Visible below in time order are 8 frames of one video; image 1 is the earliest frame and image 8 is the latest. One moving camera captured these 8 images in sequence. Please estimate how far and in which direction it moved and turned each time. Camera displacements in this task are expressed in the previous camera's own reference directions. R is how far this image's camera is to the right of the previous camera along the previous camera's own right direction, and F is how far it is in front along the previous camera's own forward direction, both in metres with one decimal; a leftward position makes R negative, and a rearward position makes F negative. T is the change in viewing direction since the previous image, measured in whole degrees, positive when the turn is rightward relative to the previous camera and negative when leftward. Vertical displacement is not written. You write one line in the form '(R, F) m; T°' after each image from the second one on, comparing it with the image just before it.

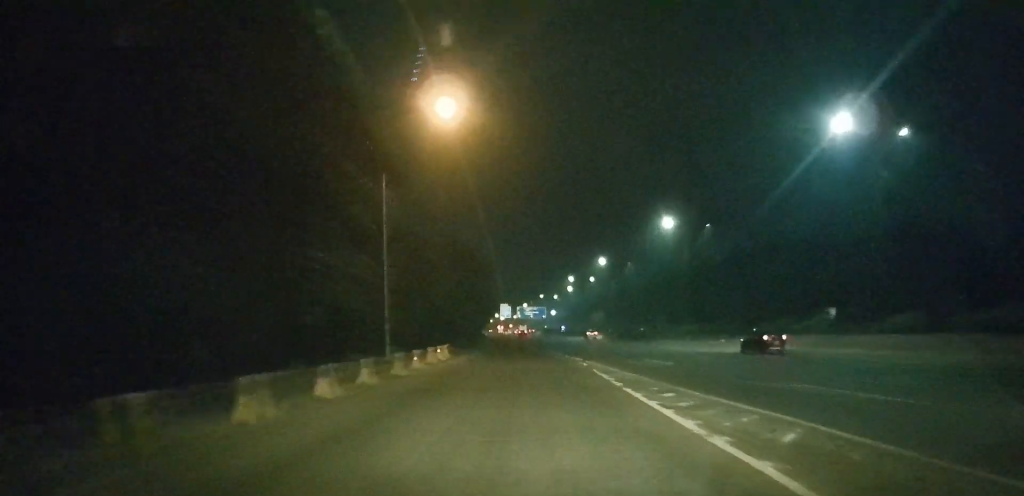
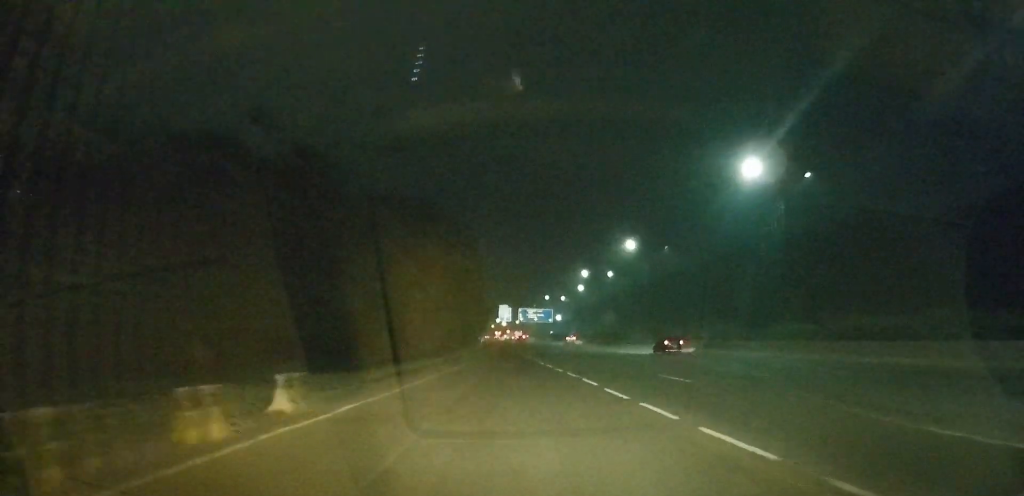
(+0.1, +27.5) m; +1°
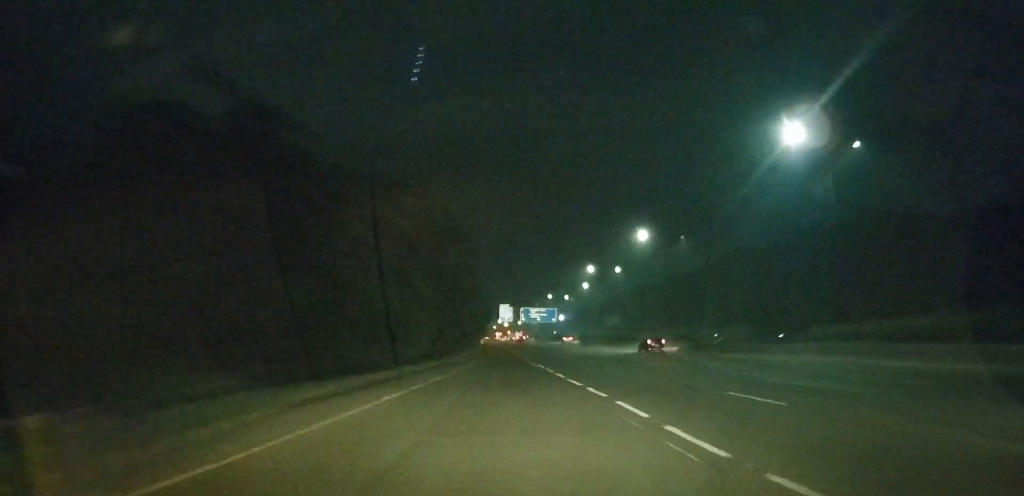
(0.0, +8.1) m; 0°
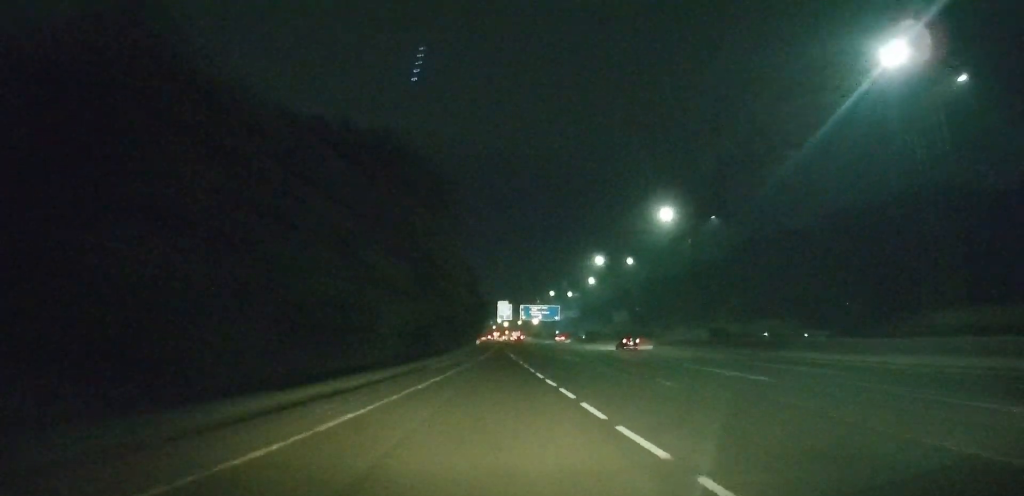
(-0.1, +13.7) m; 0°
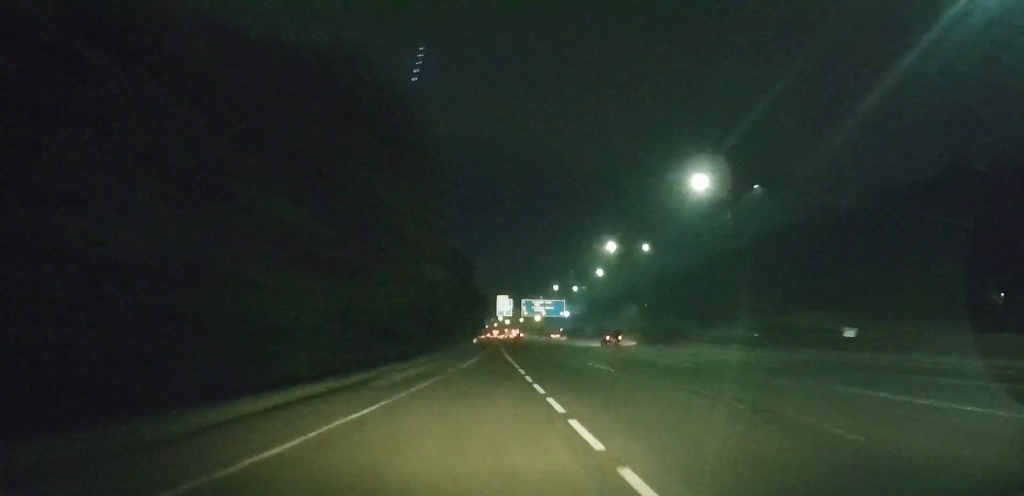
(+0.1, +13.5) m; 0°
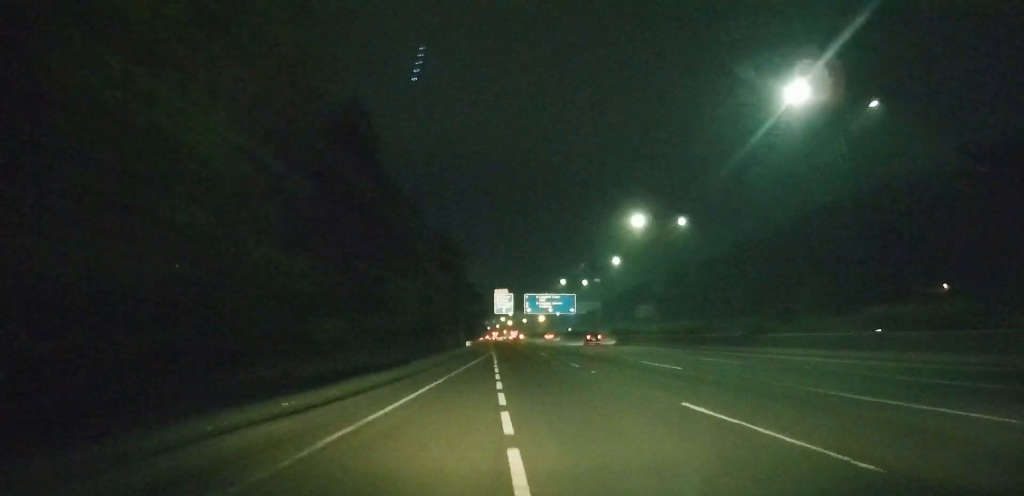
(0.0, +22.2) m; -1°
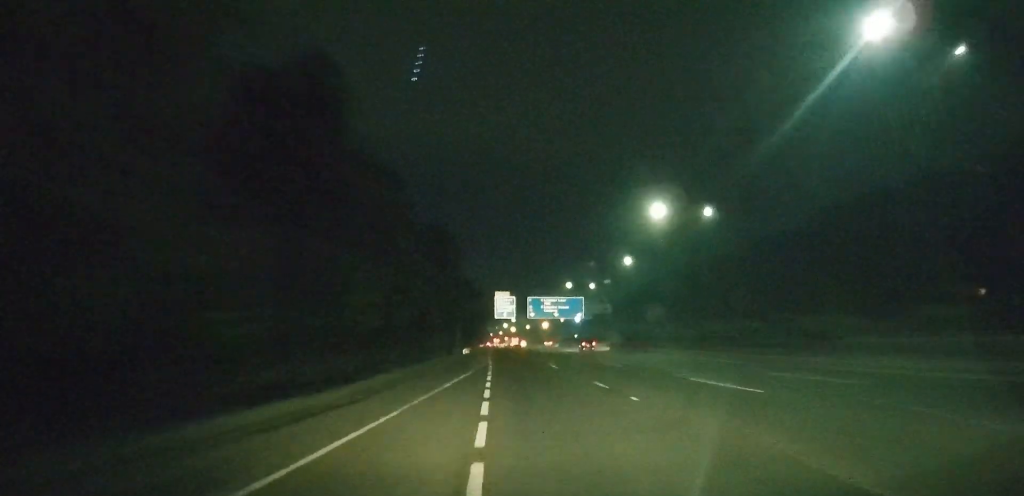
(0.0, +10.0) m; 0°
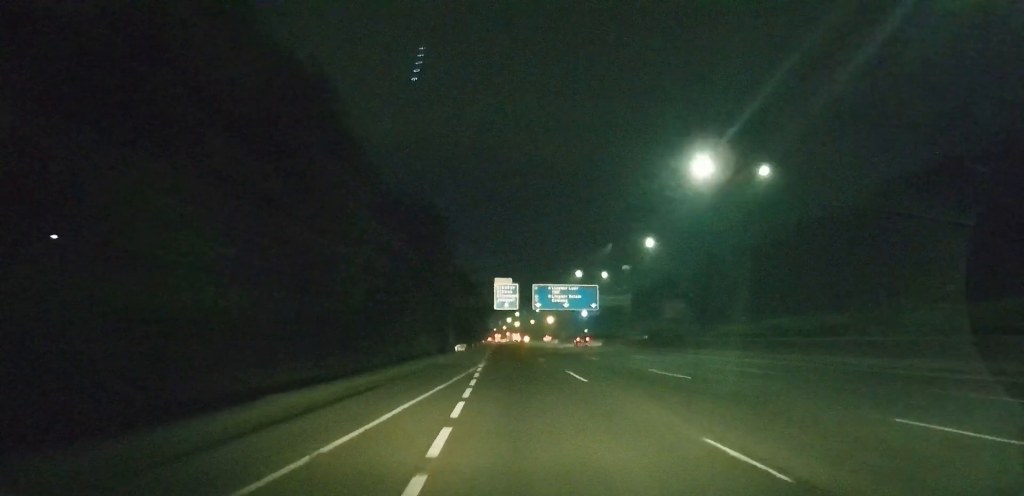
(-0.1, +16.7) m; -1°
